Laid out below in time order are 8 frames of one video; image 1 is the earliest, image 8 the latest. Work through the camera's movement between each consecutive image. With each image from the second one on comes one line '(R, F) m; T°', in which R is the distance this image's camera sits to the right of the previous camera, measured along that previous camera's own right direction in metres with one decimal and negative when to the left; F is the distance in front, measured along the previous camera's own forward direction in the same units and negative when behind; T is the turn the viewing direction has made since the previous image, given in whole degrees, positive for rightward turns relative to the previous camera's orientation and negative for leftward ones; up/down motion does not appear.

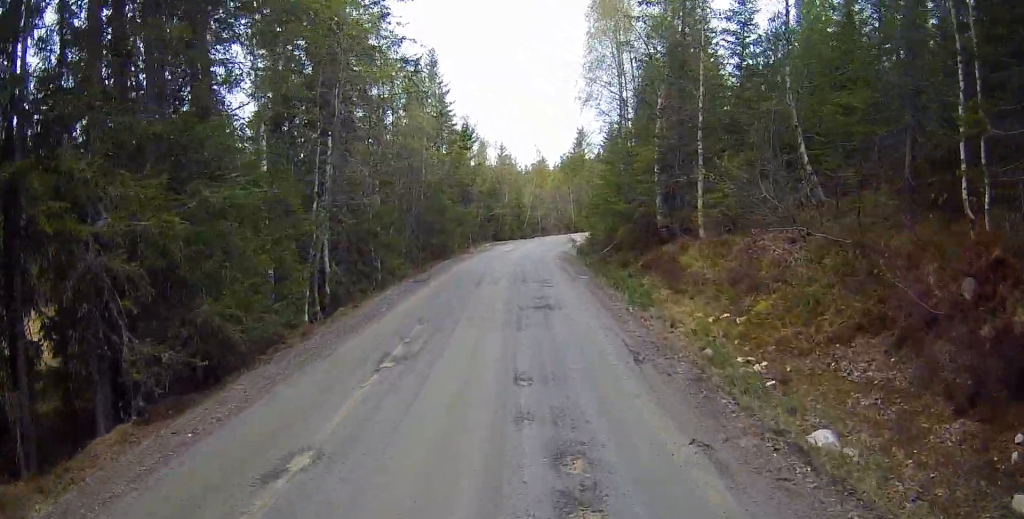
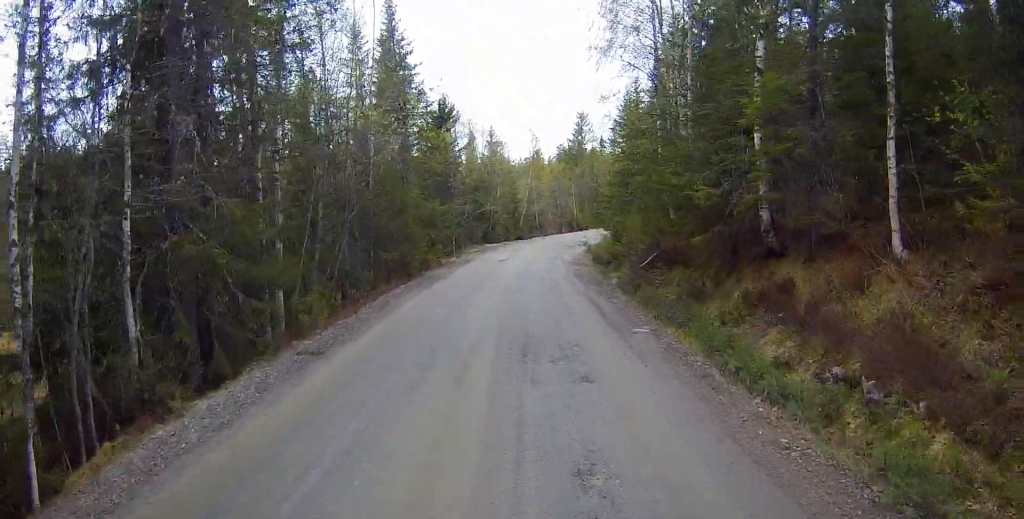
(+0.2, +9.4) m; +3°
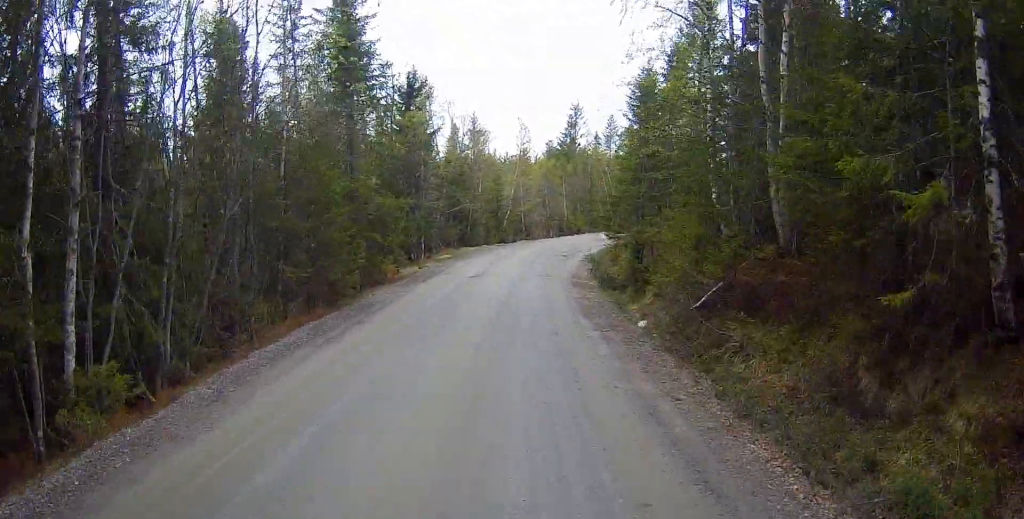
(+0.2, +7.1) m; +2°
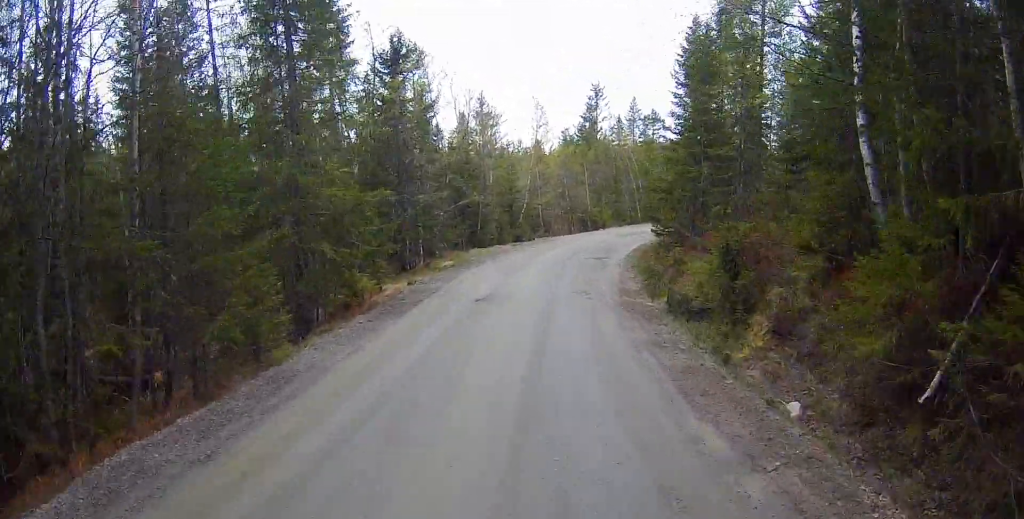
(+0.2, +6.7) m; -2°
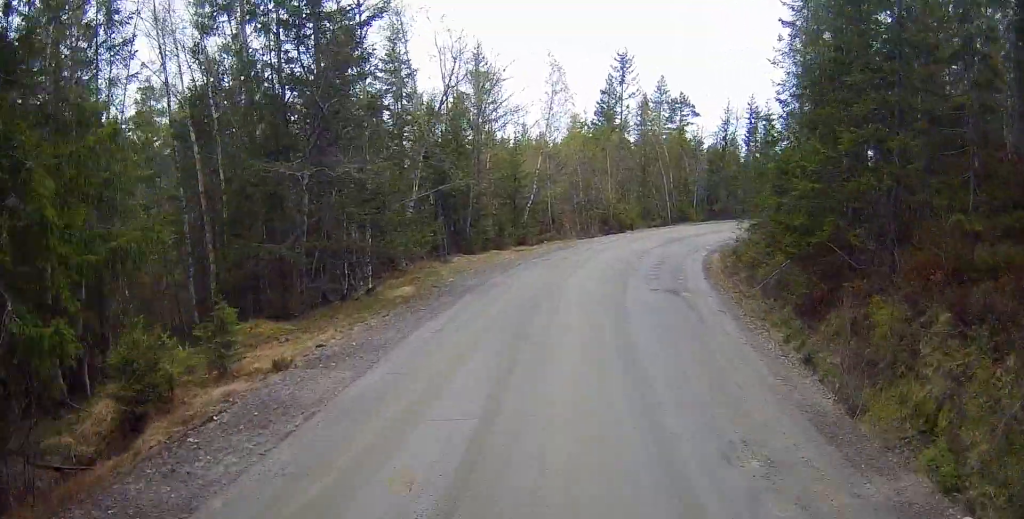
(-0.5, +11.3) m; +1°
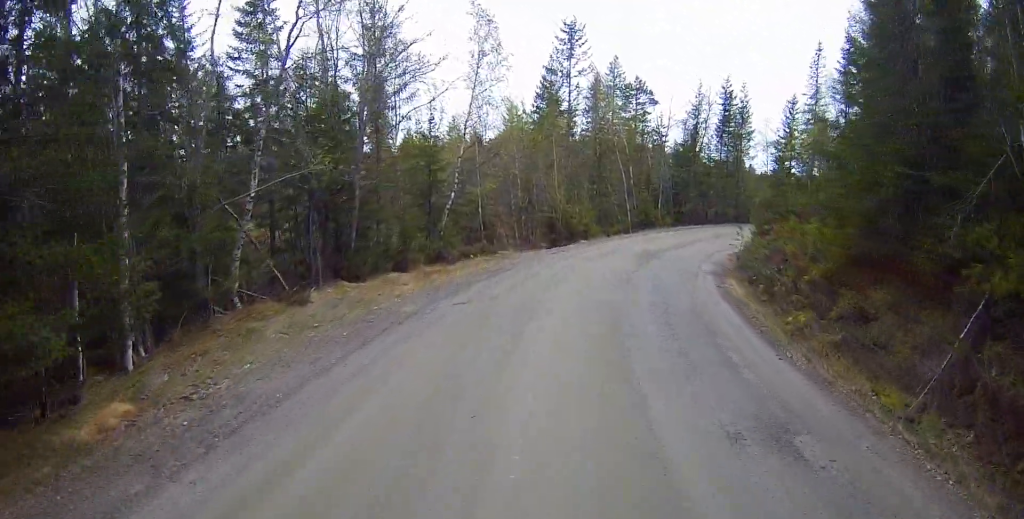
(+0.5, +9.3) m; +7°
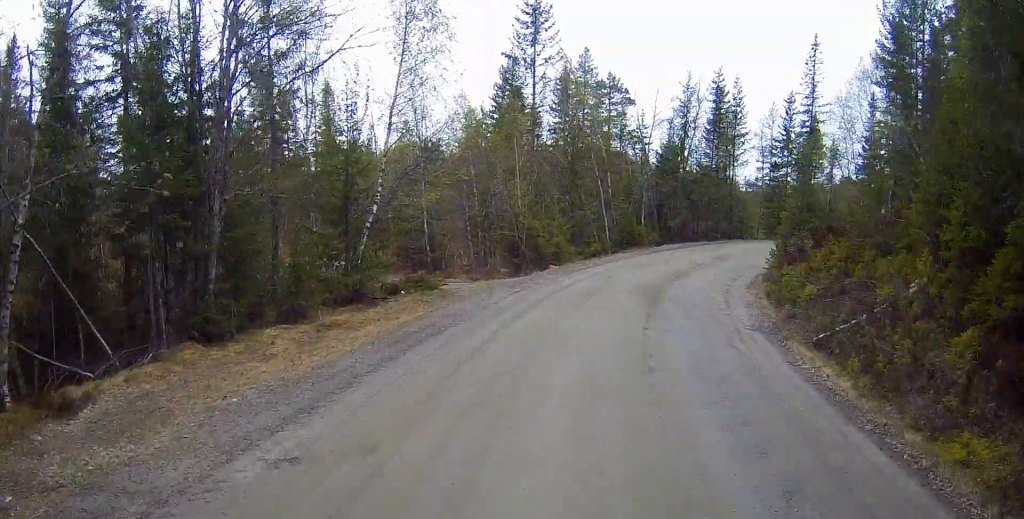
(+0.3, +6.9) m; +5°
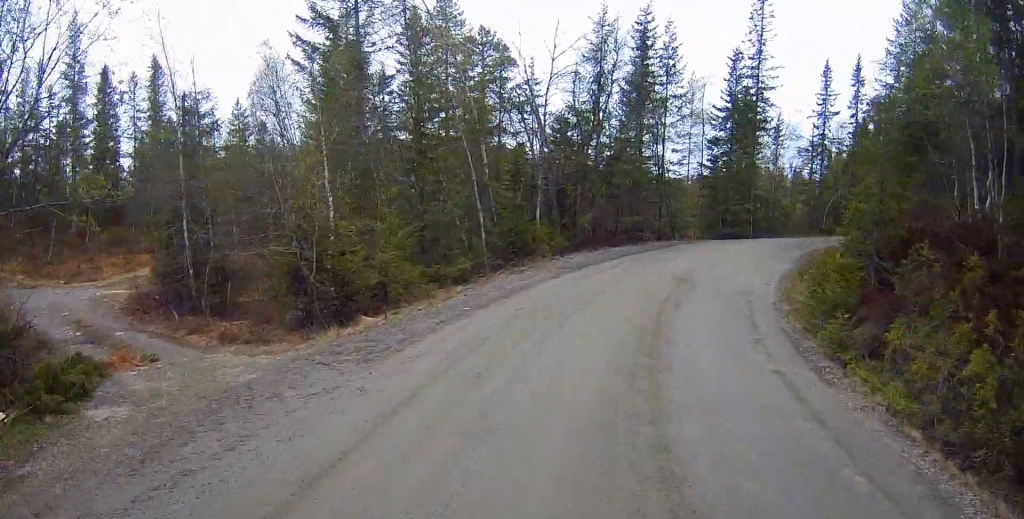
(+0.8, +12.5) m; +10°
